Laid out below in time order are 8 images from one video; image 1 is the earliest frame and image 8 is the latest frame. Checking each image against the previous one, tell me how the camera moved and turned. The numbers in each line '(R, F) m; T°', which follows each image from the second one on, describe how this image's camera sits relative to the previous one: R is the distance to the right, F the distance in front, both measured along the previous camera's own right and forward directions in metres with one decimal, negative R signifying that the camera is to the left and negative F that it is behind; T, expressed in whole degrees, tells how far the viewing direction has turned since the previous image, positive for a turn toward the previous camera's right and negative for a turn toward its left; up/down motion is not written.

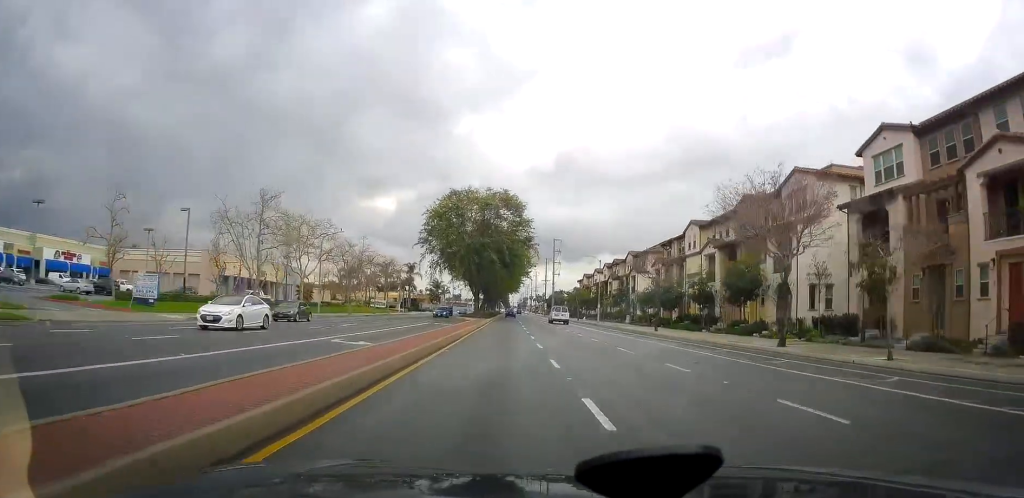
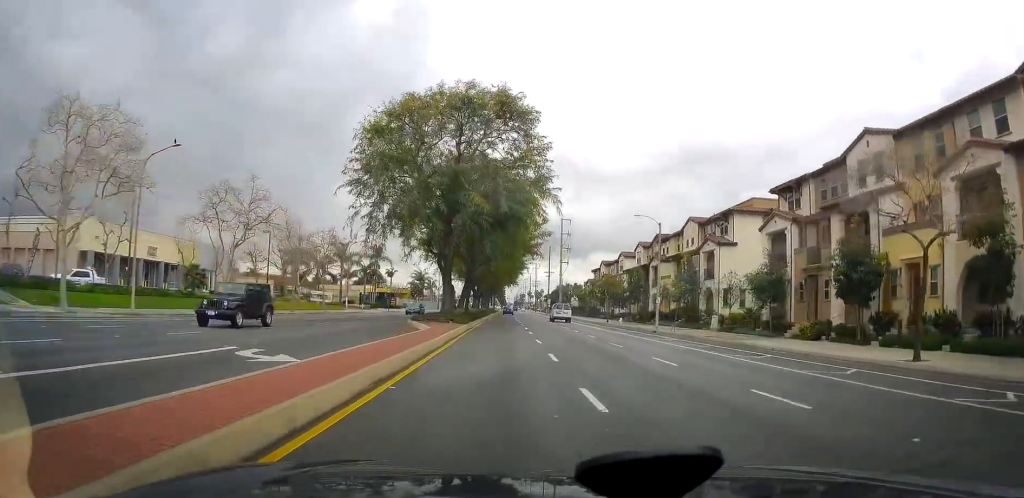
(0.0, +34.9) m; 0°
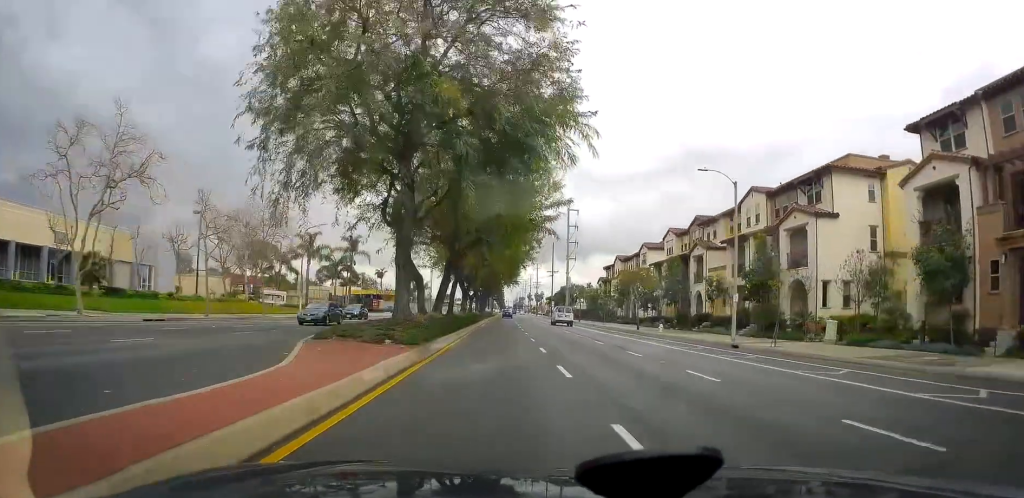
(0.0, +17.7) m; 0°
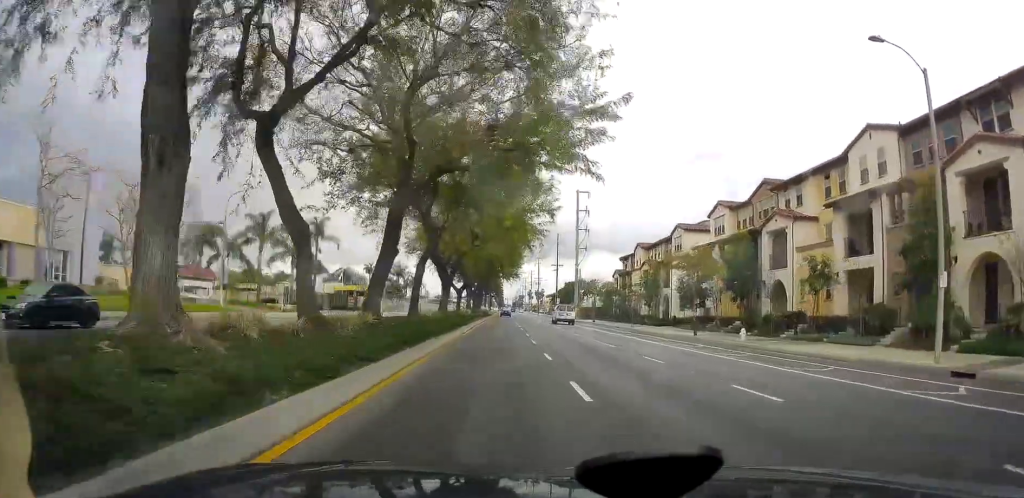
(0.0, +17.6) m; 0°
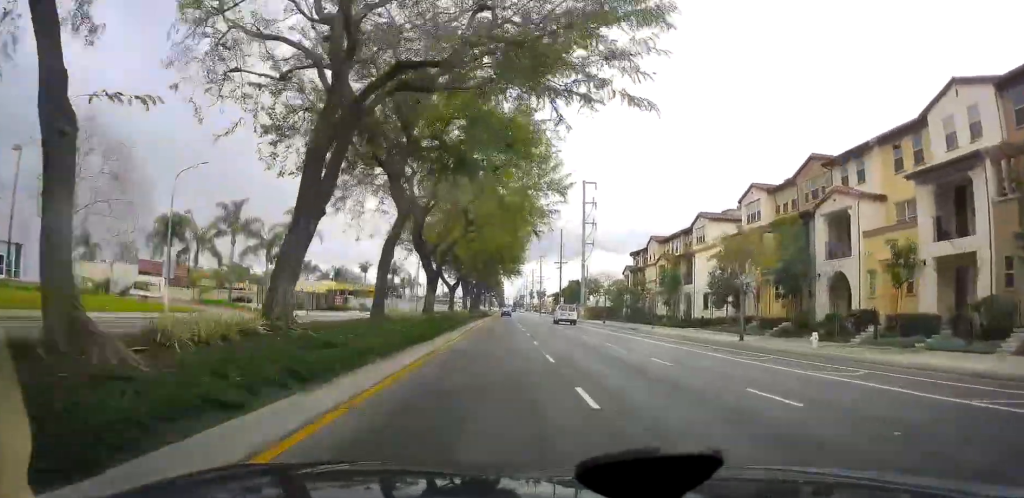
(0.0, +4.1) m; 0°
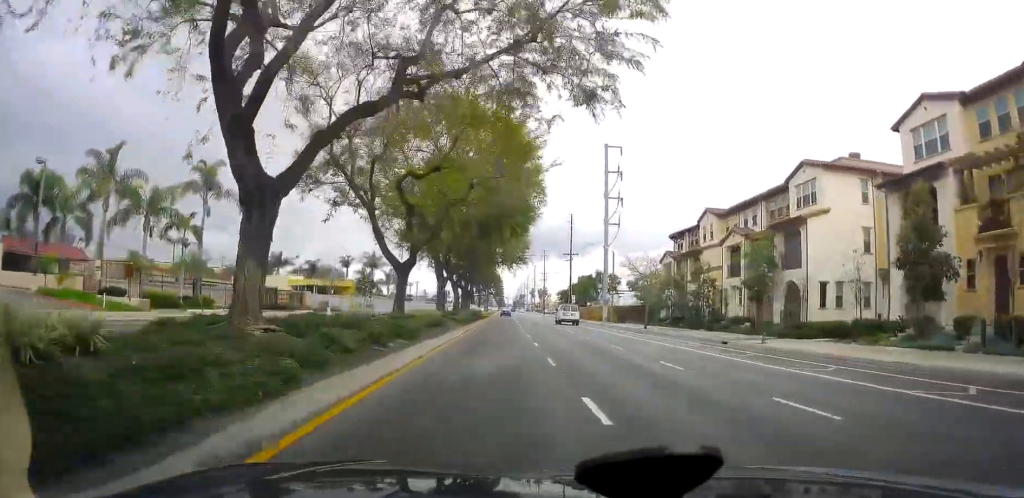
(0.0, +20.7) m; 0°
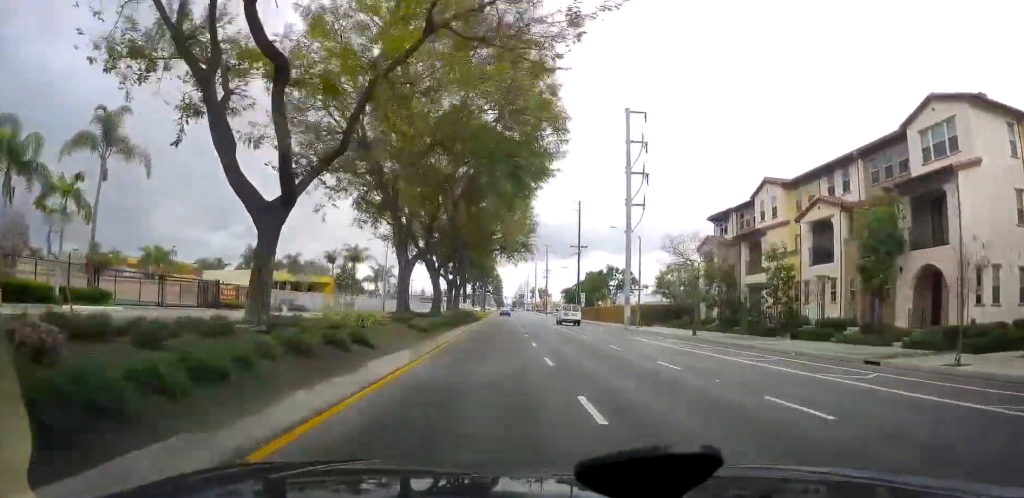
(0.0, +16.5) m; 0°
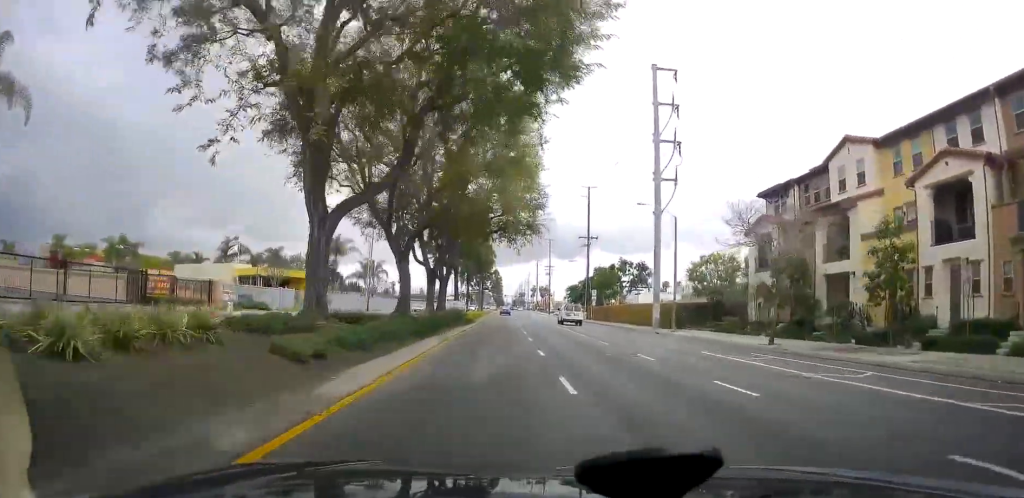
(0.0, +13.3) m; 0°
